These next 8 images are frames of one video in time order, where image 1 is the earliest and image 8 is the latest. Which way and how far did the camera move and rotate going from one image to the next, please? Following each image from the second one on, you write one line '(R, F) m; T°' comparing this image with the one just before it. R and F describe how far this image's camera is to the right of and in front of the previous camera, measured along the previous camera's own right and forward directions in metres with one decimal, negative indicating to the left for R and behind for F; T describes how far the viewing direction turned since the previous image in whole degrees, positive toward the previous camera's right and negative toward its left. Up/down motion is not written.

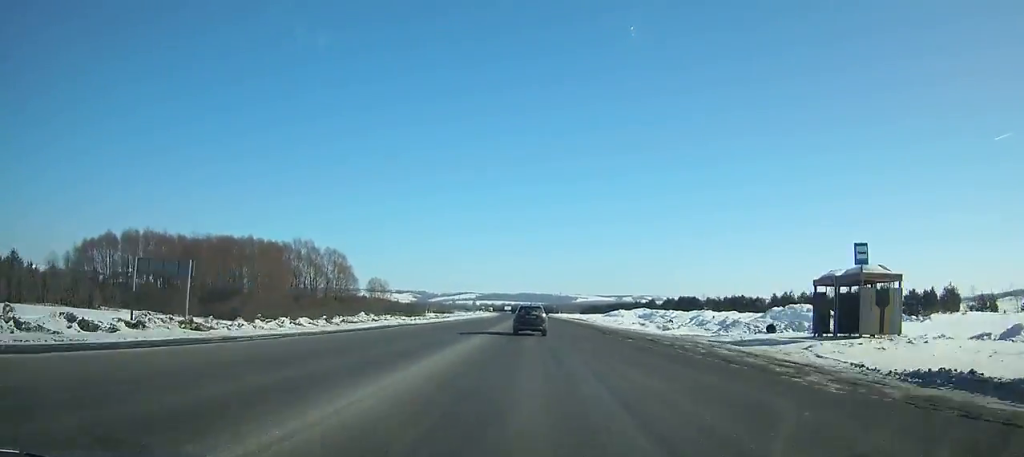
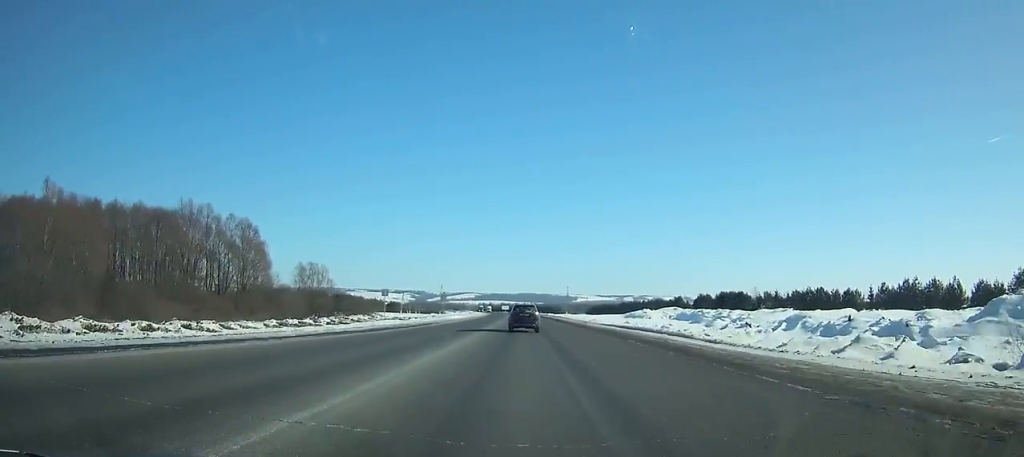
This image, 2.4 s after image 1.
(-0.4, +52.2) m; -1°
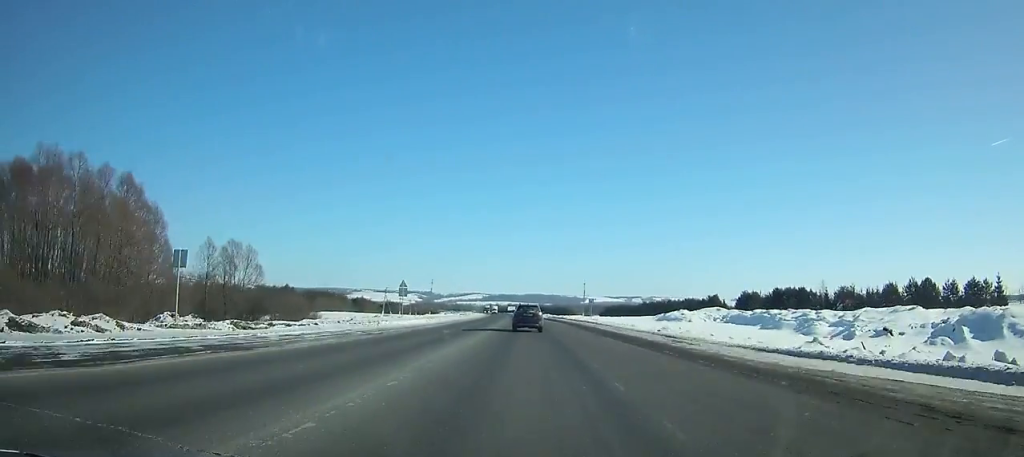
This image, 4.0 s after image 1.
(0.0, +35.8) m; 0°
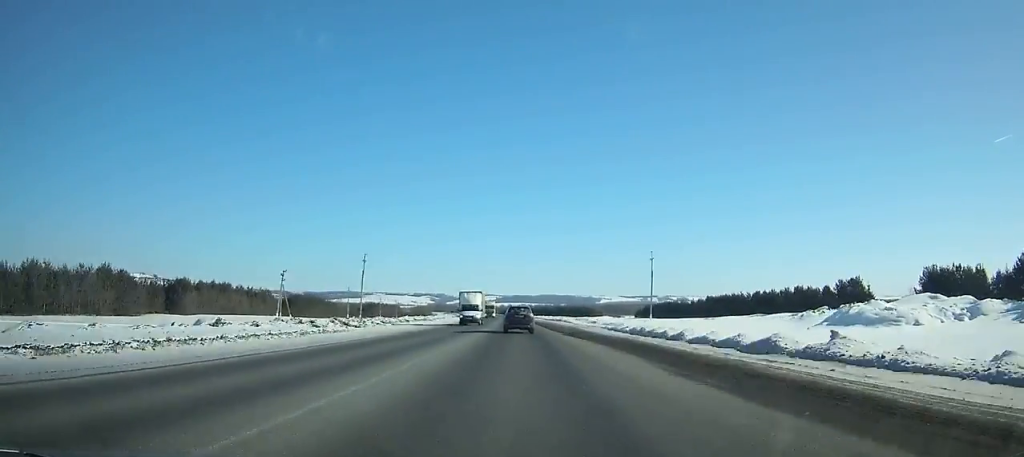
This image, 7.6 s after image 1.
(-0.8, +82.5) m; -2°
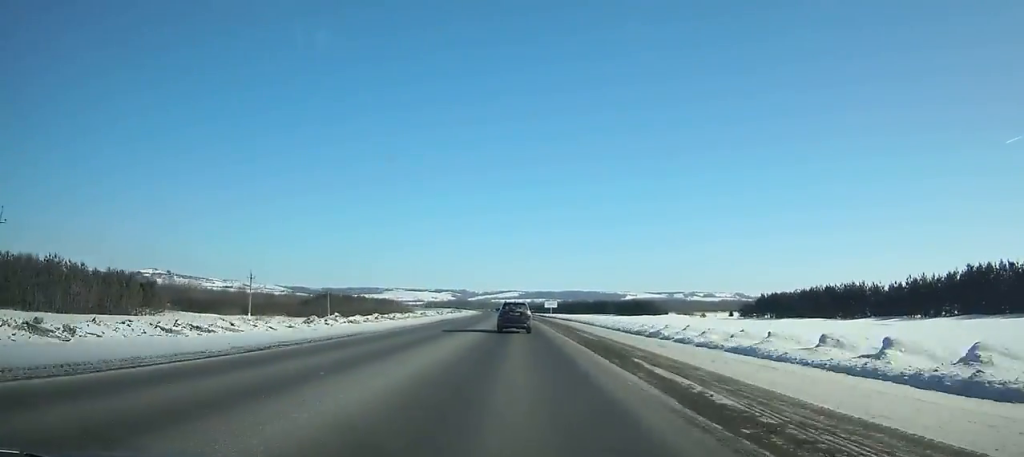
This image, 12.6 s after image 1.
(-2.4, +116.7) m; -2°
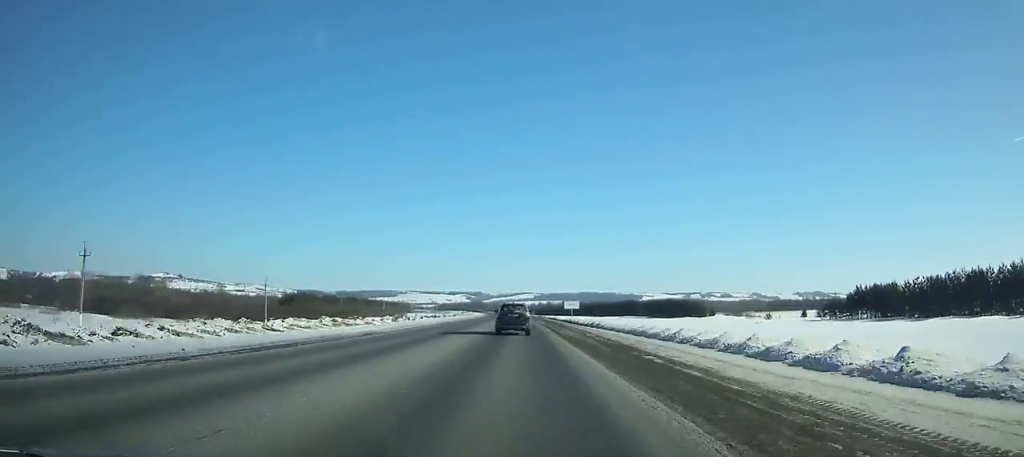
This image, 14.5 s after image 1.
(-0.3, +44.1) m; -1°
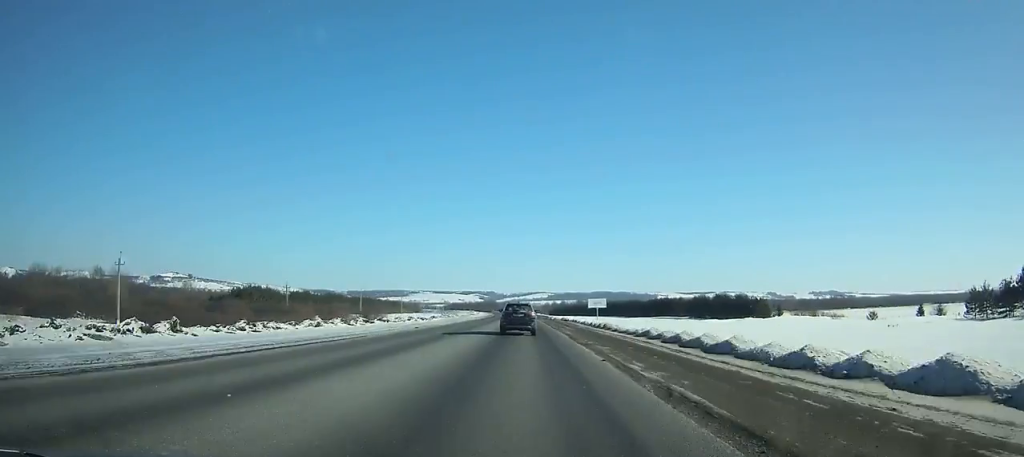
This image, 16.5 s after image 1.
(-0.5, +46.2) m; -1°
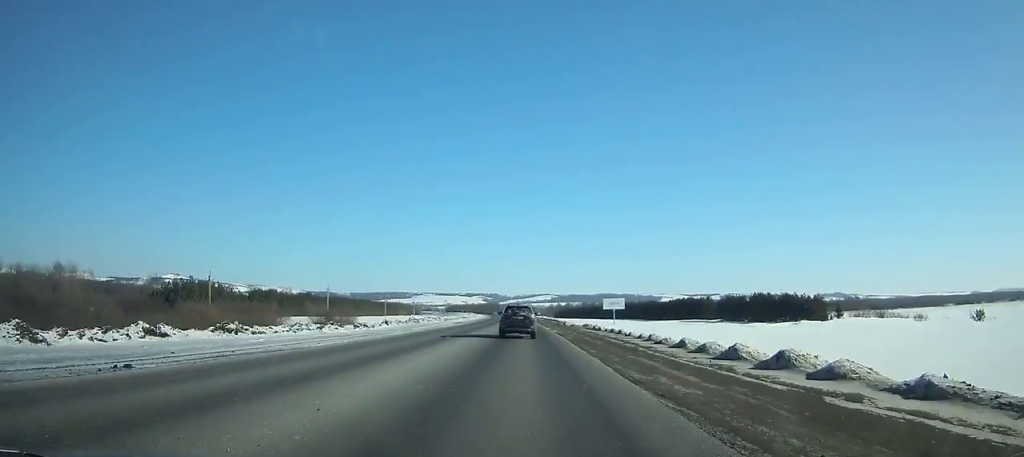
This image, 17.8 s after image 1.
(-0.3, +29.7) m; -1°
